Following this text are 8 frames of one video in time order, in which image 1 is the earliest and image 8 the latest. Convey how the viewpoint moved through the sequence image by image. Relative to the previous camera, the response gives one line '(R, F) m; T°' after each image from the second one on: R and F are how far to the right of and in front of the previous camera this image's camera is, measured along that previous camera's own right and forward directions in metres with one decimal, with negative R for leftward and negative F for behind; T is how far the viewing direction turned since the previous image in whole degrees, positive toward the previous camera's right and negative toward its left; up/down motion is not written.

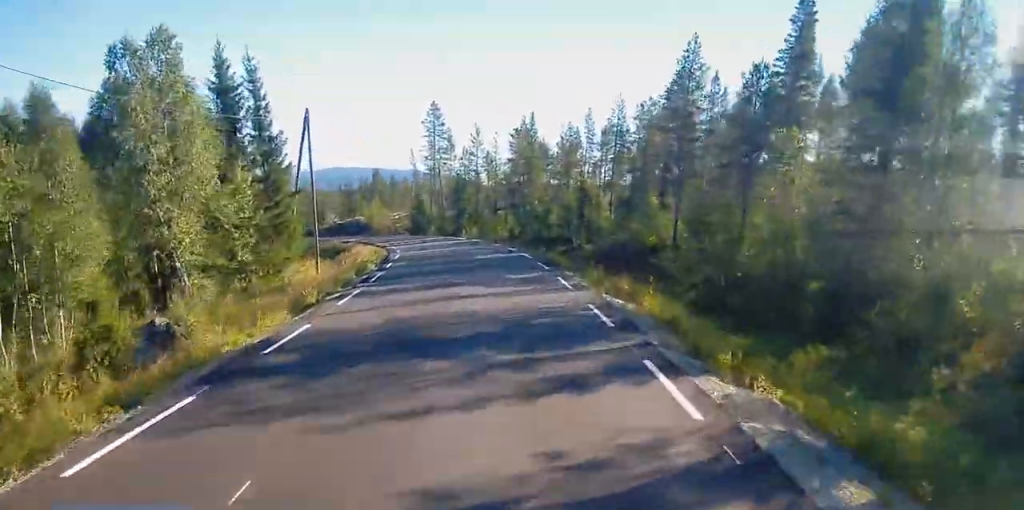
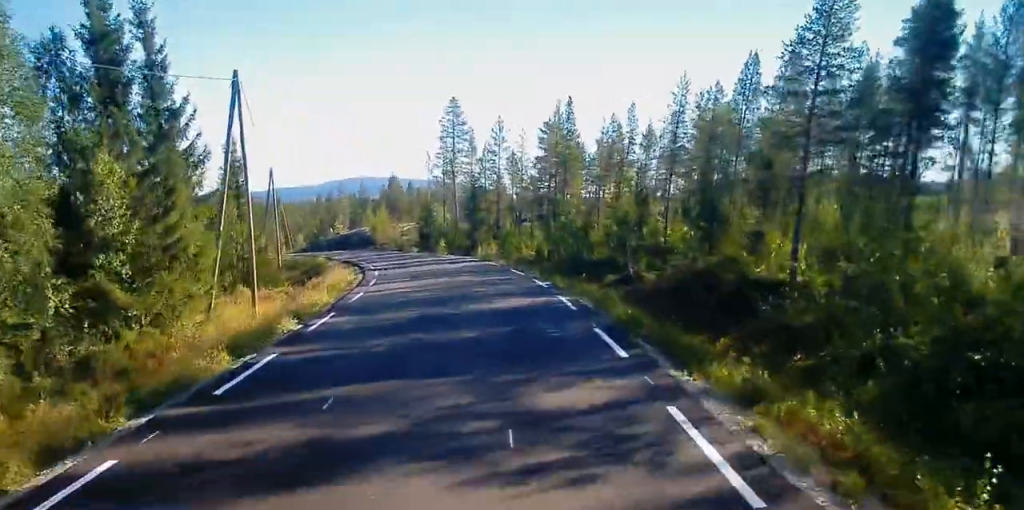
(+0.1, +14.0) m; -3°
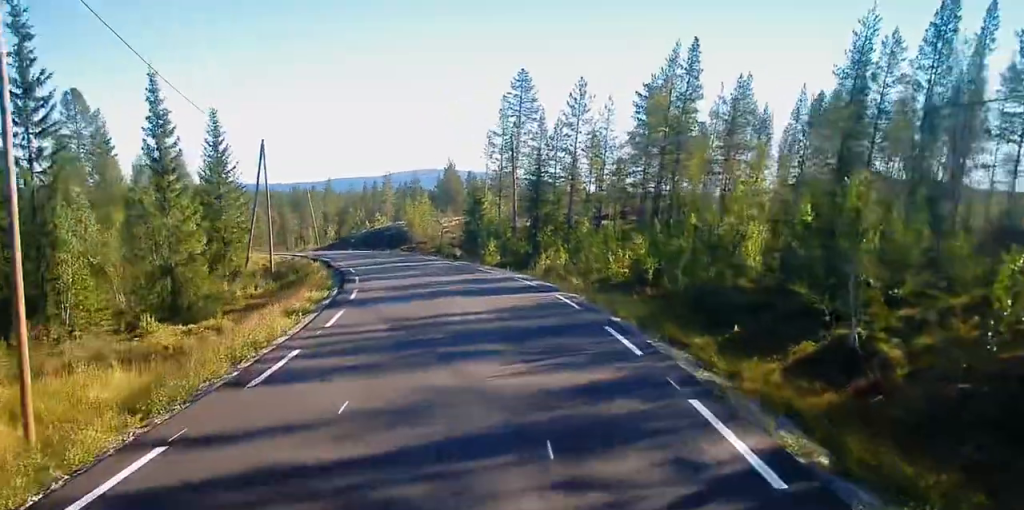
(-1.3, +17.6) m; -7°
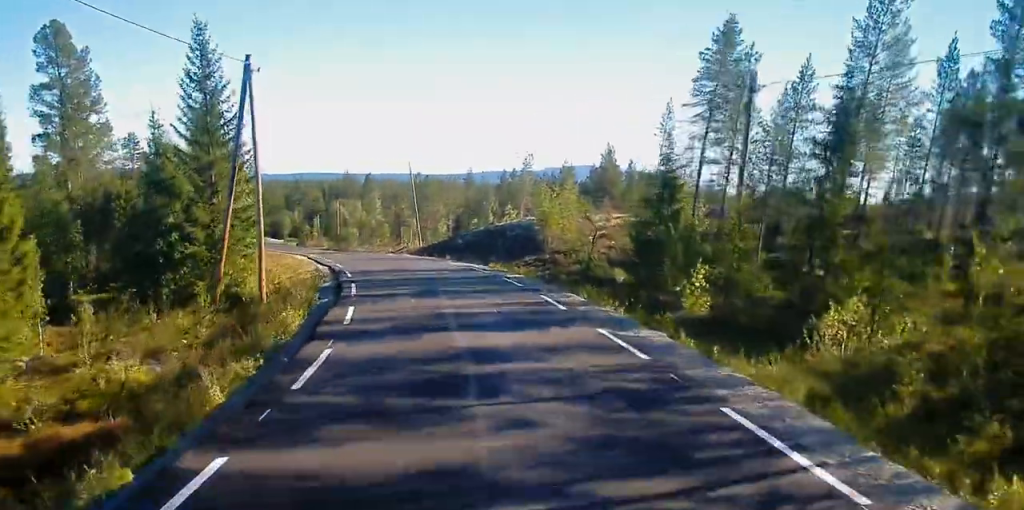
(-1.7, +24.6) m; -11°
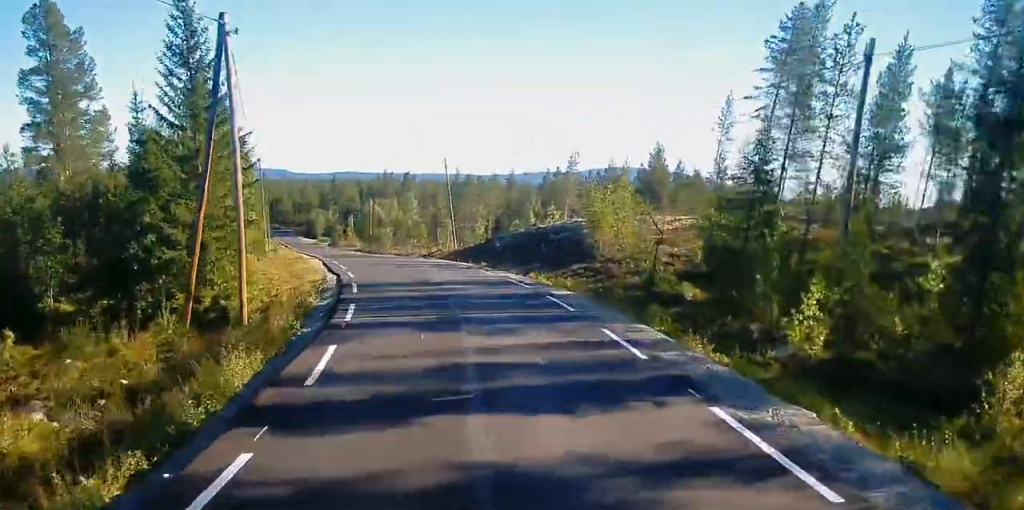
(-0.5, +5.7) m; -2°
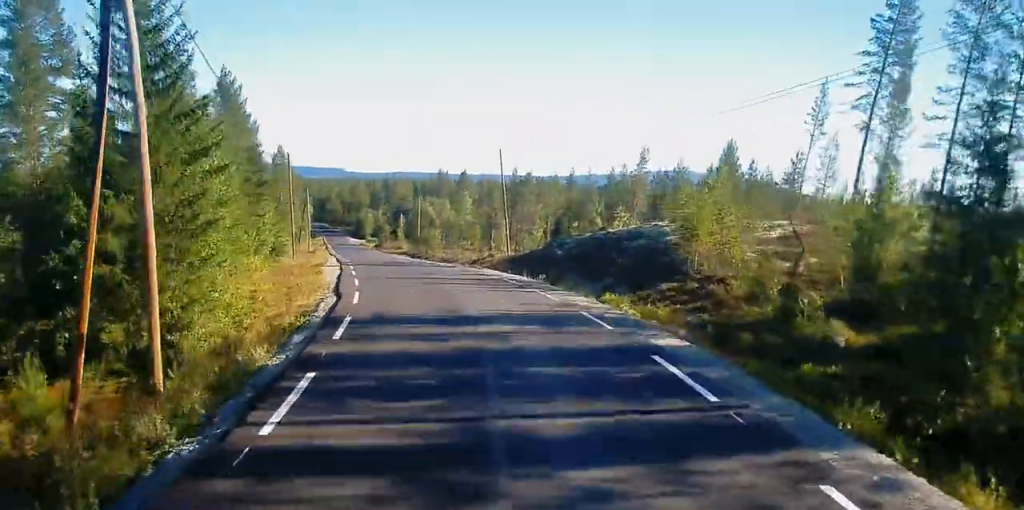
(-0.4, +8.4) m; -3°
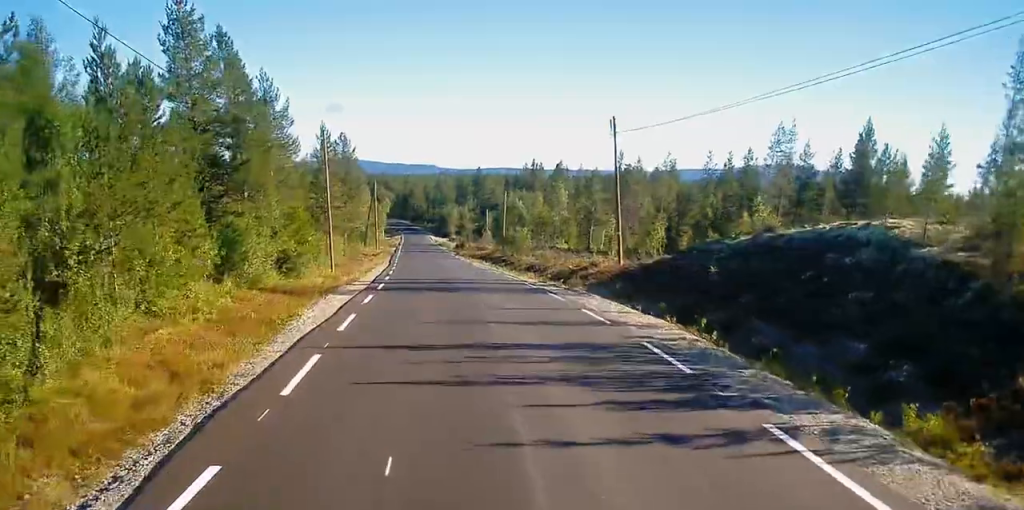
(-0.3, +15.7) m; -3°
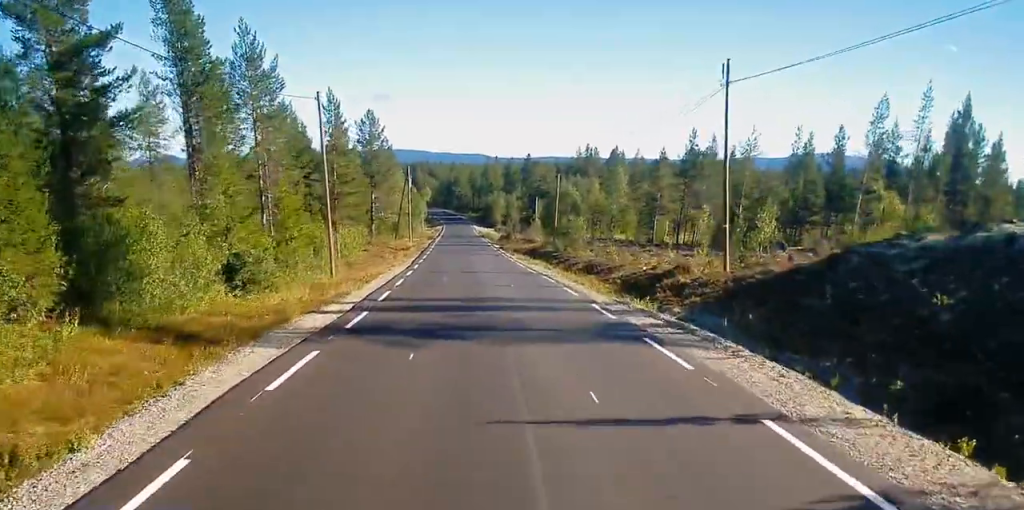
(-0.3, +11.9) m; -3°
